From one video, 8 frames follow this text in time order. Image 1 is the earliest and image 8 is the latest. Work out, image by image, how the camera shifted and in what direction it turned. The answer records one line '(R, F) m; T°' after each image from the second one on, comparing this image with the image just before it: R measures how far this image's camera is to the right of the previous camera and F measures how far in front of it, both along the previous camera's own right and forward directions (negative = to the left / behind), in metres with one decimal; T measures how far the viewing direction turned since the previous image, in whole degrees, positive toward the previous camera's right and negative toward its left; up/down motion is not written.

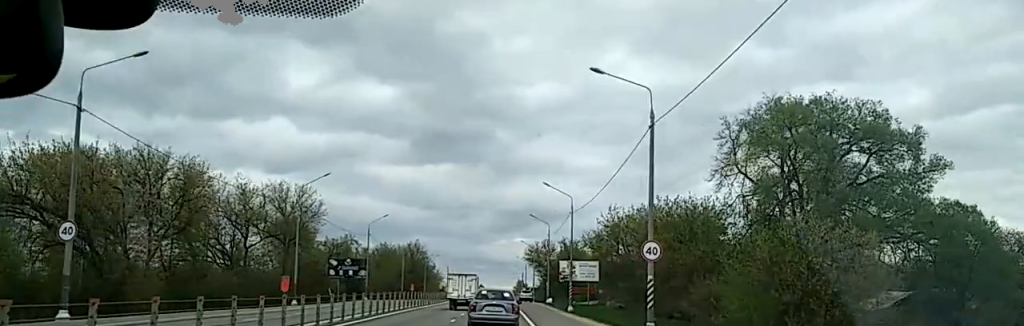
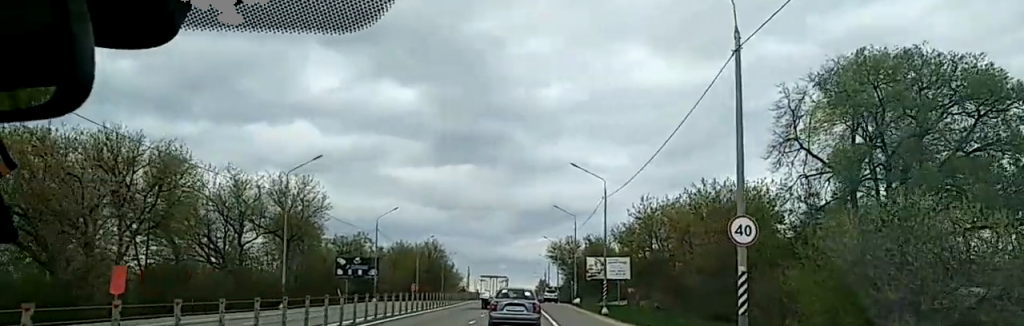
(-0.1, +10.1) m; 0°
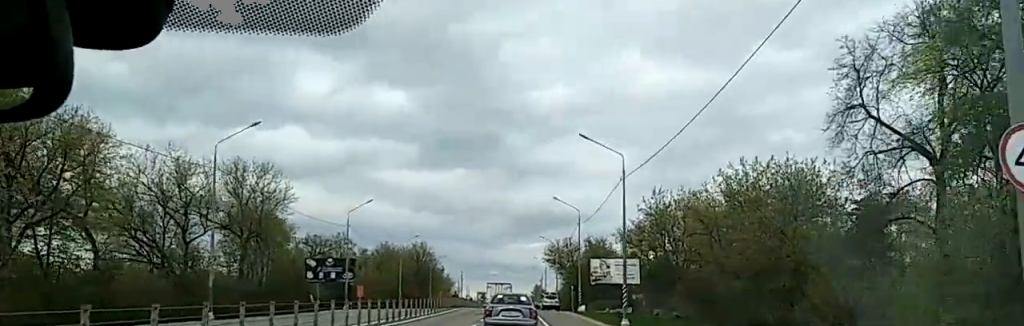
(+0.2, +12.5) m; +1°
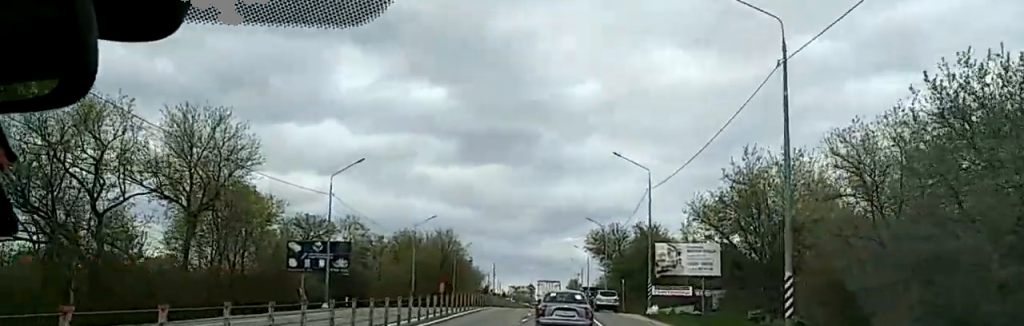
(0.0, +22.3) m; 0°
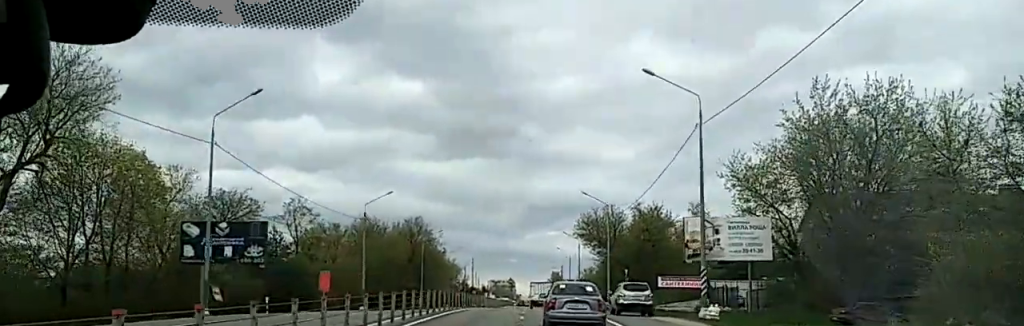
(-0.2, +19.5) m; -1°
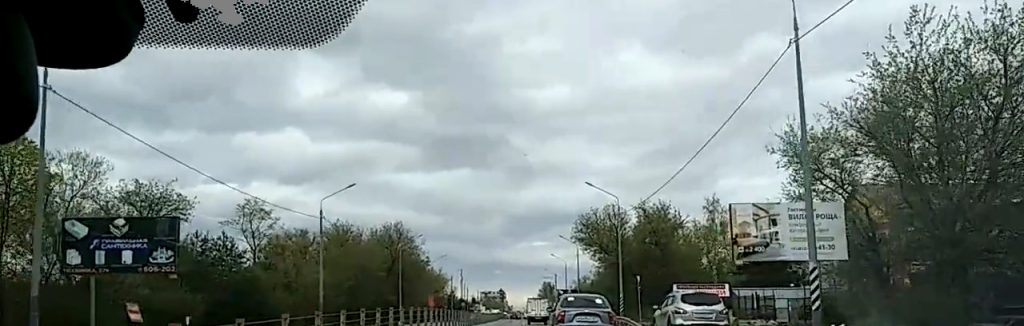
(-0.1, +13.4) m; 0°
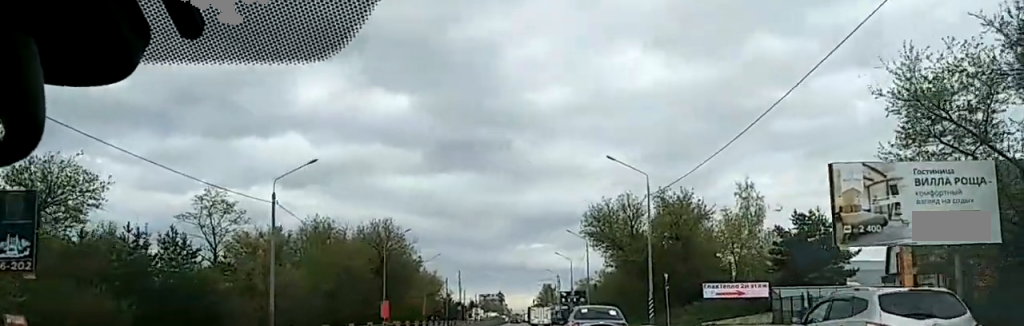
(+0.1, +12.7) m; +1°
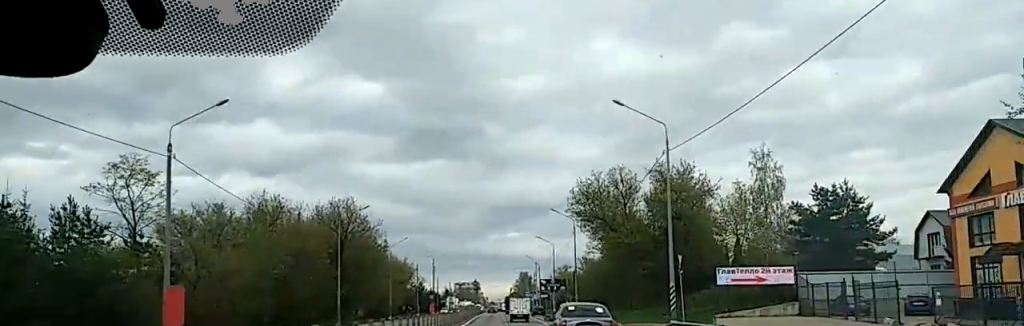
(+0.2, +12.6) m; +1°
